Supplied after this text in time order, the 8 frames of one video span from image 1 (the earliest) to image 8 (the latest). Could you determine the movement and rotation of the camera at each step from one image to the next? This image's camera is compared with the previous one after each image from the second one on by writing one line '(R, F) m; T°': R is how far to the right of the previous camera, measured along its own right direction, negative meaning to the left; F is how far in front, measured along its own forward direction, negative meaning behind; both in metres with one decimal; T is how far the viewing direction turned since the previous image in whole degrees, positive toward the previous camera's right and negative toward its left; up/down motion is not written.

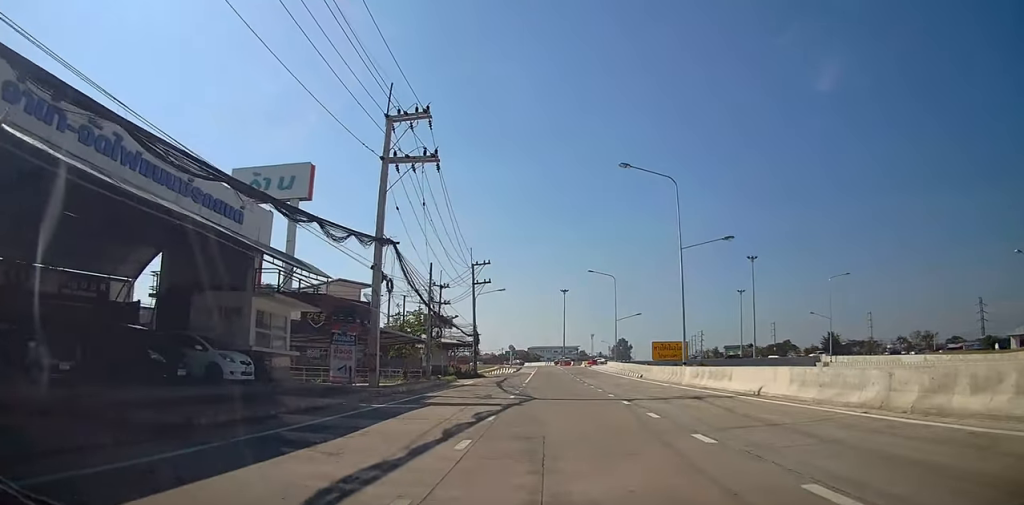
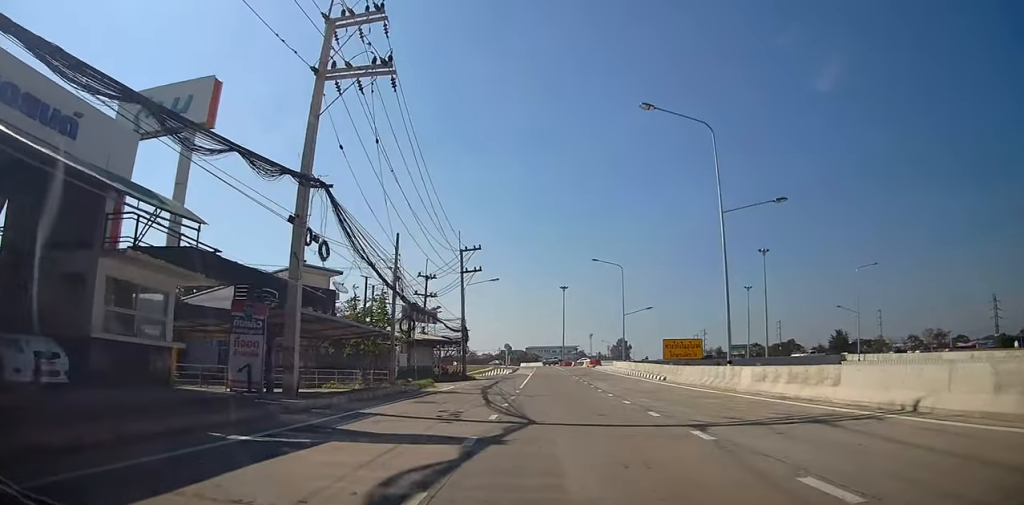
(0.0, +8.1) m; +3°
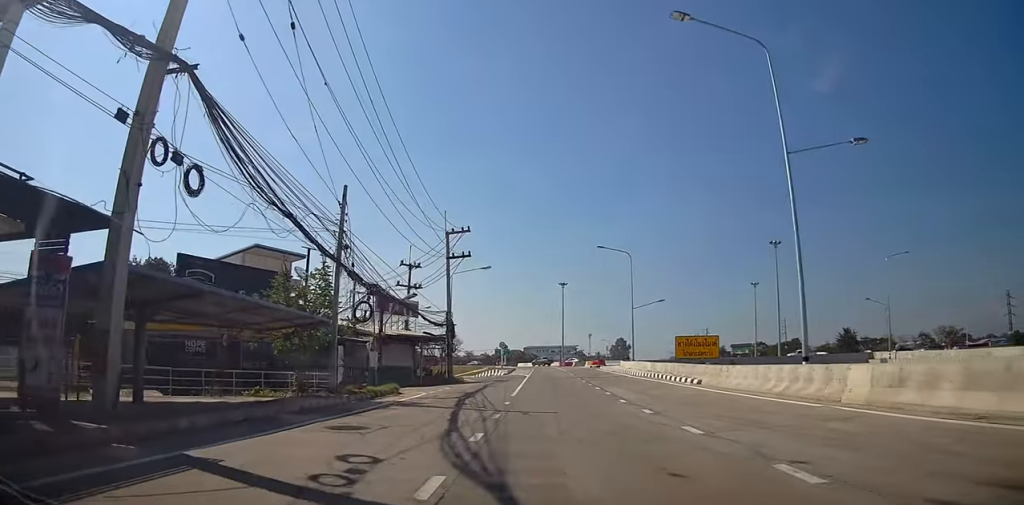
(+0.4, +7.4) m; 0°
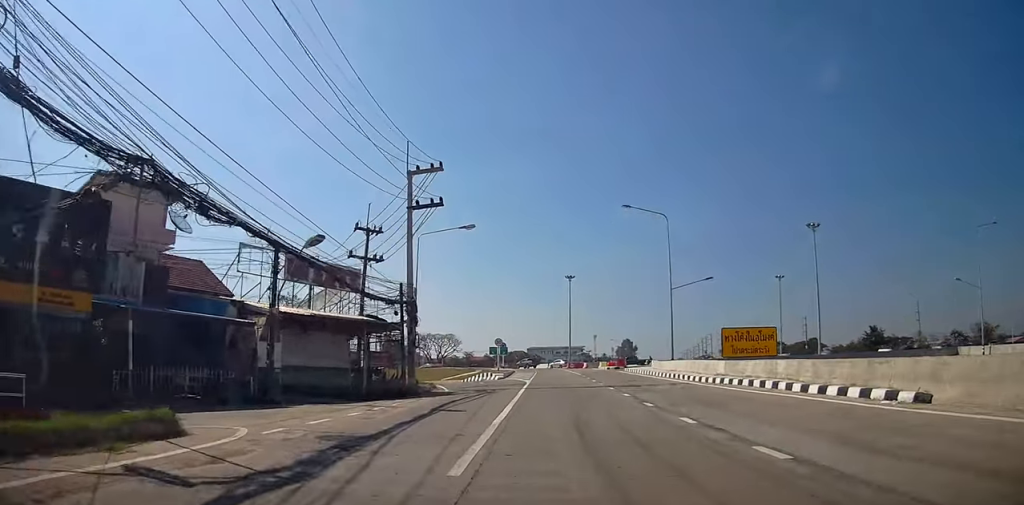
(-0.4, +15.9) m; -7°
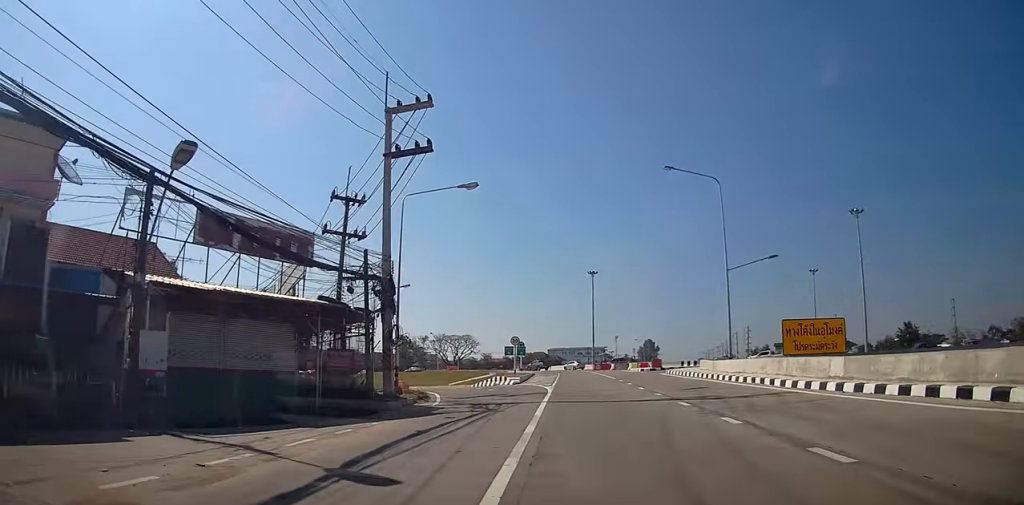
(-0.5, +8.8) m; 0°
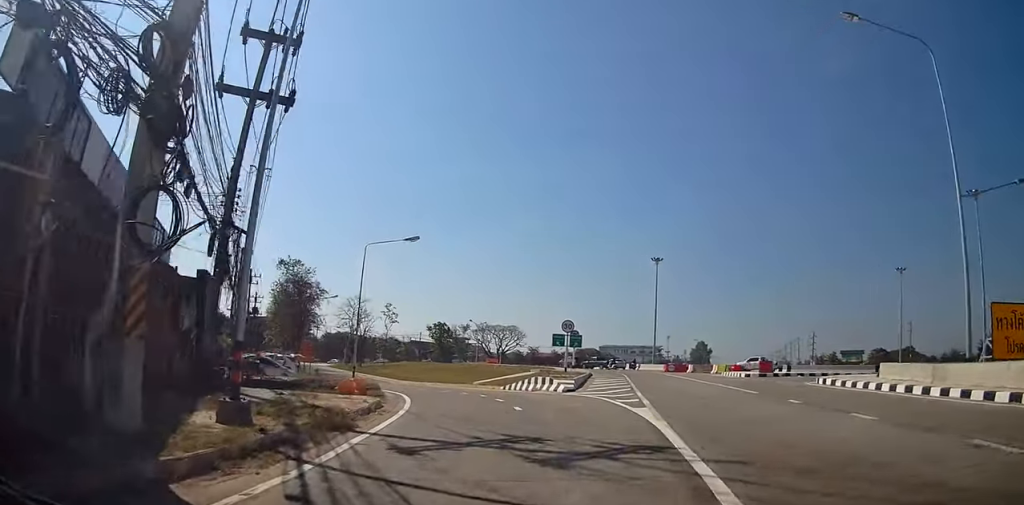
(+1.1, +17.3) m; +2°
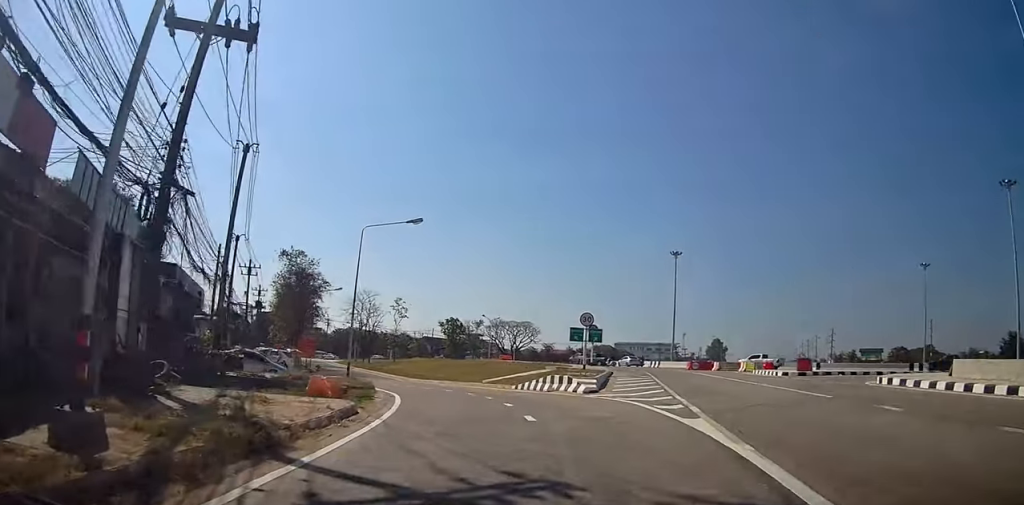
(+0.2, +4.0) m; -2°
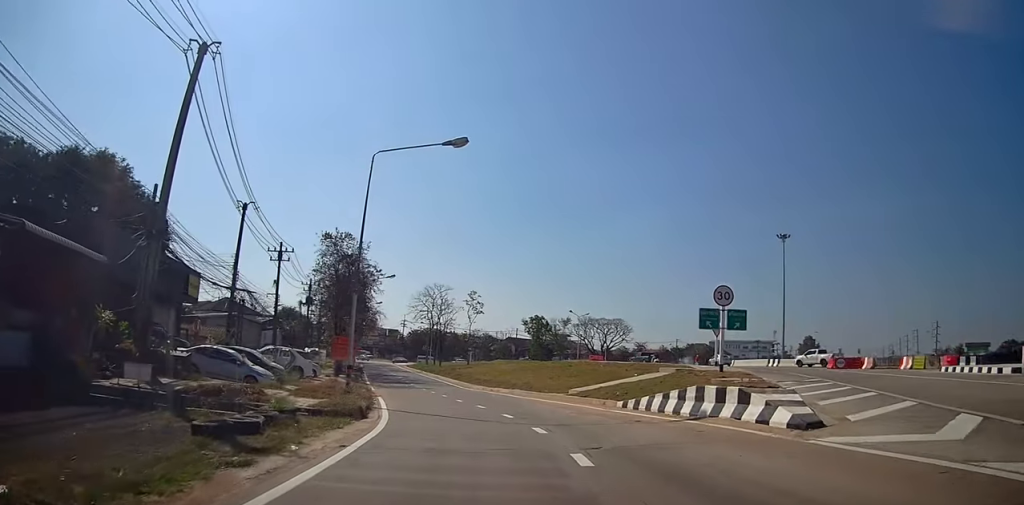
(-1.7, +12.6) m; -13°
